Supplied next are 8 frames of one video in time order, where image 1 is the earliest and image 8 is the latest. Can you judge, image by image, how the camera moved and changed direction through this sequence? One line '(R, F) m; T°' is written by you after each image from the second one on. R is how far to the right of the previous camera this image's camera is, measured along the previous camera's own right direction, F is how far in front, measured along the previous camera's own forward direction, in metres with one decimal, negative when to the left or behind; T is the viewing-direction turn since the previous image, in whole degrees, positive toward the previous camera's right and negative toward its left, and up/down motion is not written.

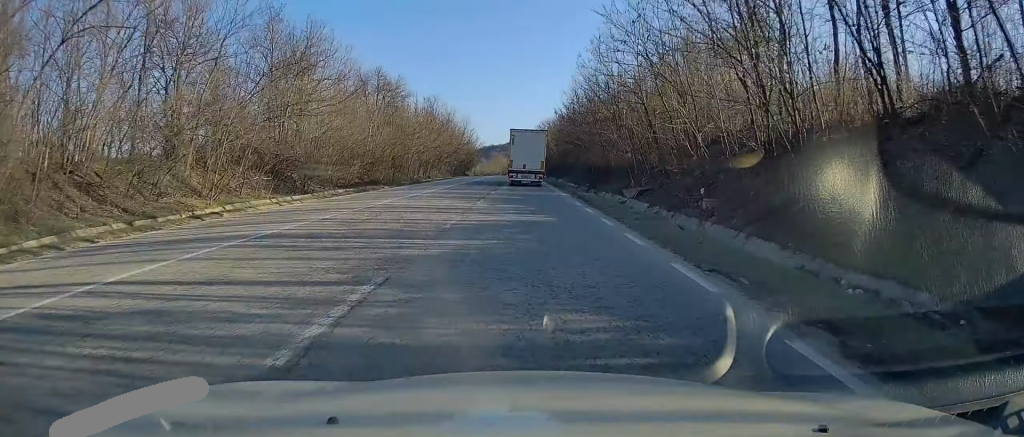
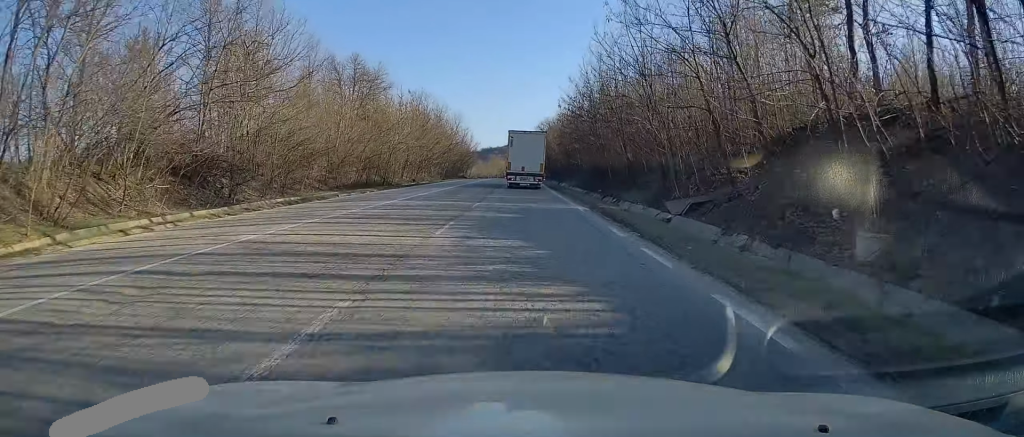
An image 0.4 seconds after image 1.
(0.0, +10.2) m; 0°
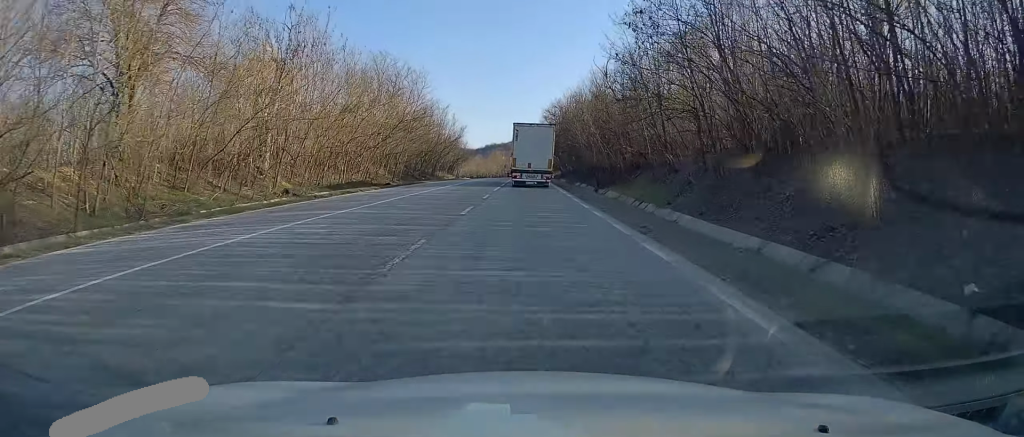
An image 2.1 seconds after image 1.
(-0.3, +40.1) m; 0°
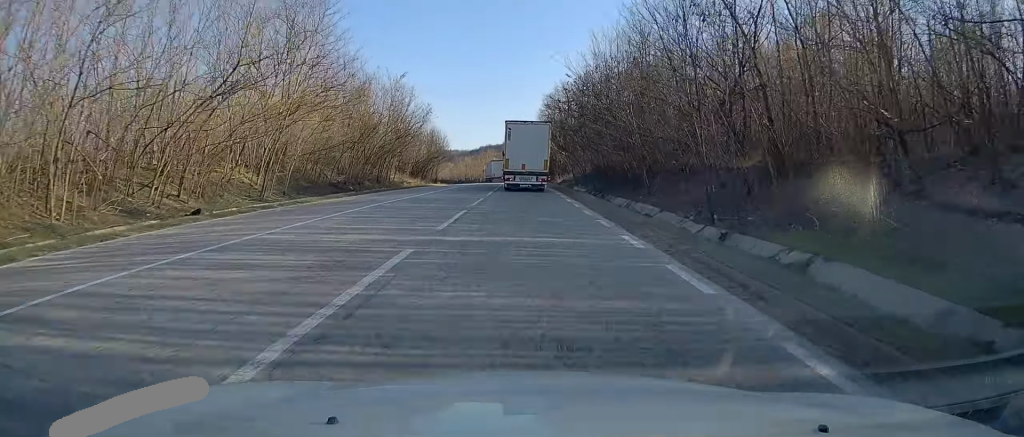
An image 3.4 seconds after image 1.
(+0.1, +30.3) m; 0°
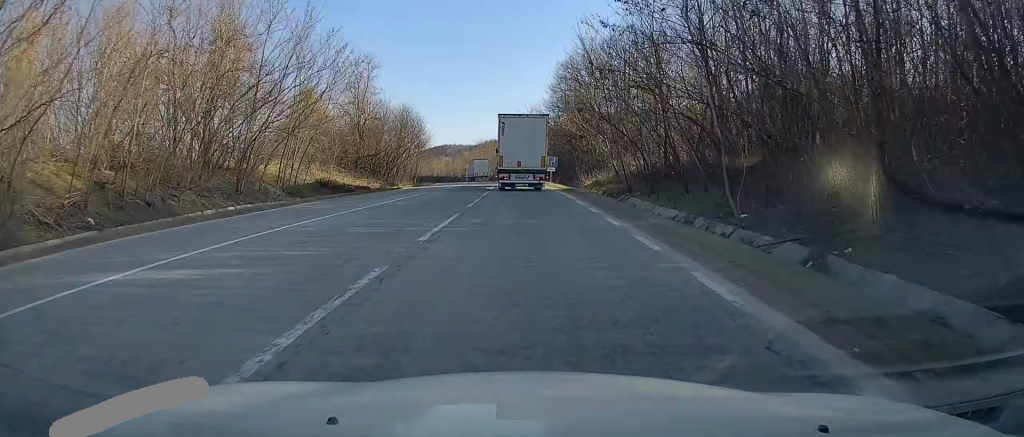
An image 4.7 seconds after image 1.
(-0.2, +29.4) m; -1°
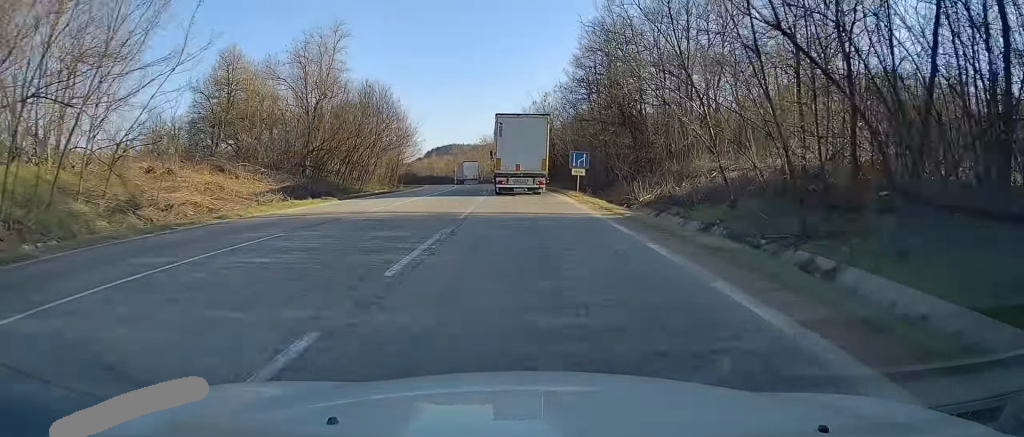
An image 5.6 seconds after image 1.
(-0.3, +20.6) m; -1°
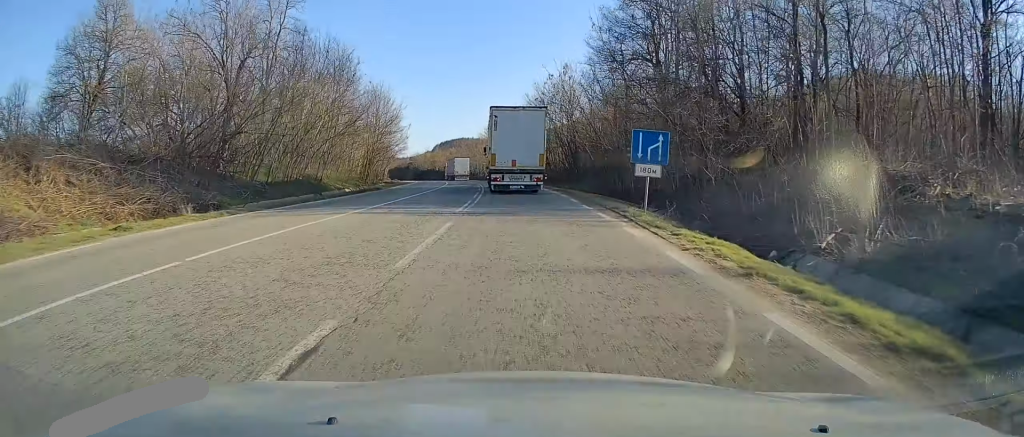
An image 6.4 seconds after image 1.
(0.0, +17.4) m; -1°
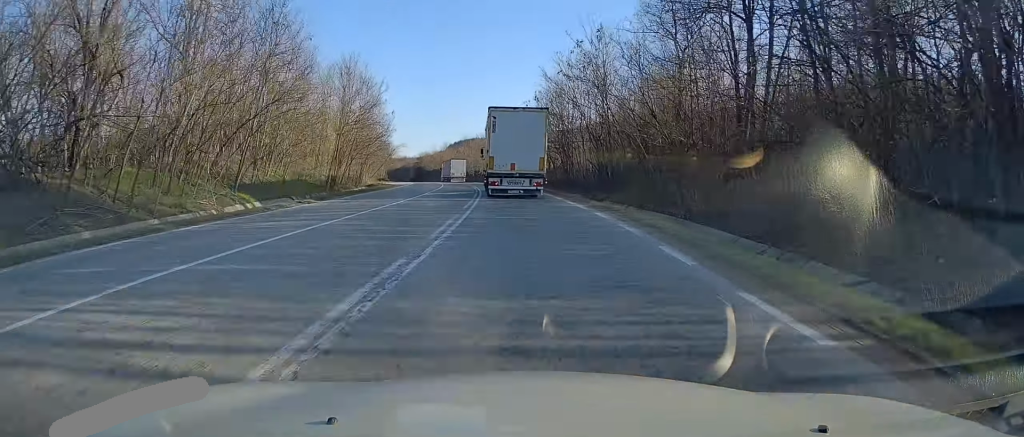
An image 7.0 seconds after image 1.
(-0.2, +15.1) m; -1°
